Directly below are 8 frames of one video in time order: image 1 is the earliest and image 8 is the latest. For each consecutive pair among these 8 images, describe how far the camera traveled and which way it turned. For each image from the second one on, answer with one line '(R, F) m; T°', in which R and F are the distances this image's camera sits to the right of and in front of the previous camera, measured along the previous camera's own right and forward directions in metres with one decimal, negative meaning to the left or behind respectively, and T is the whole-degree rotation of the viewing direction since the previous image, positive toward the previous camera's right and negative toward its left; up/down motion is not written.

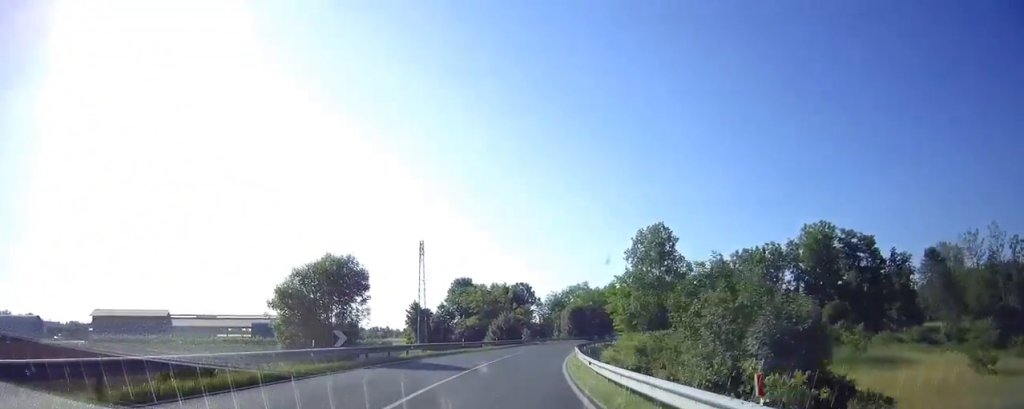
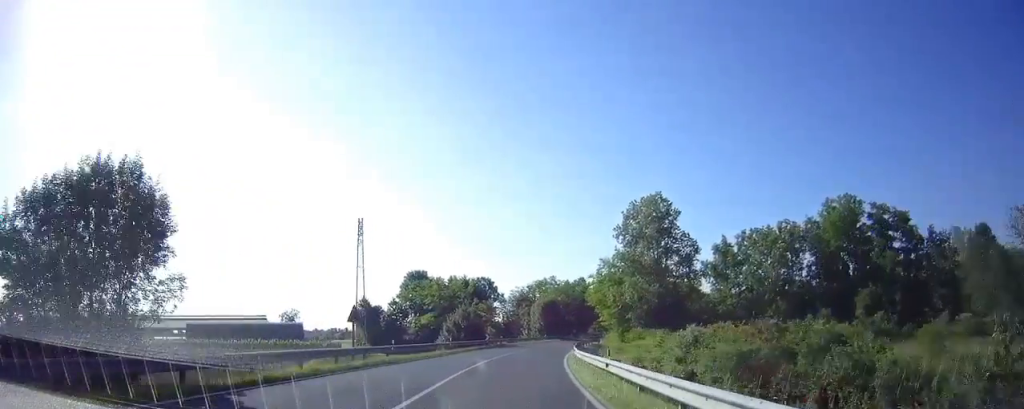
(+0.6, +15.6) m; +4°
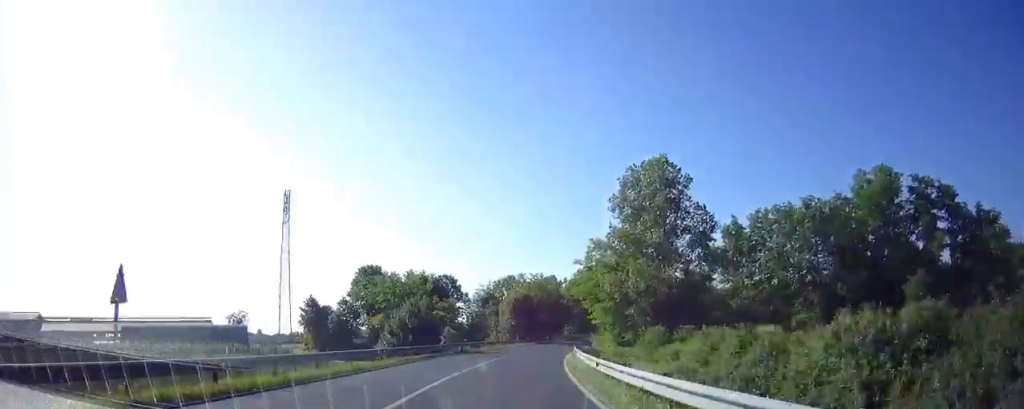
(+0.2, +13.3) m; +3°
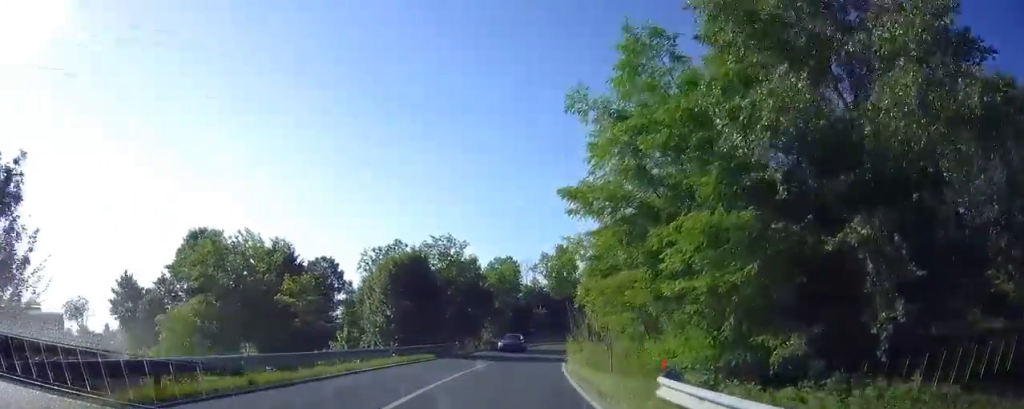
(+3.3, +33.2) m; +11°
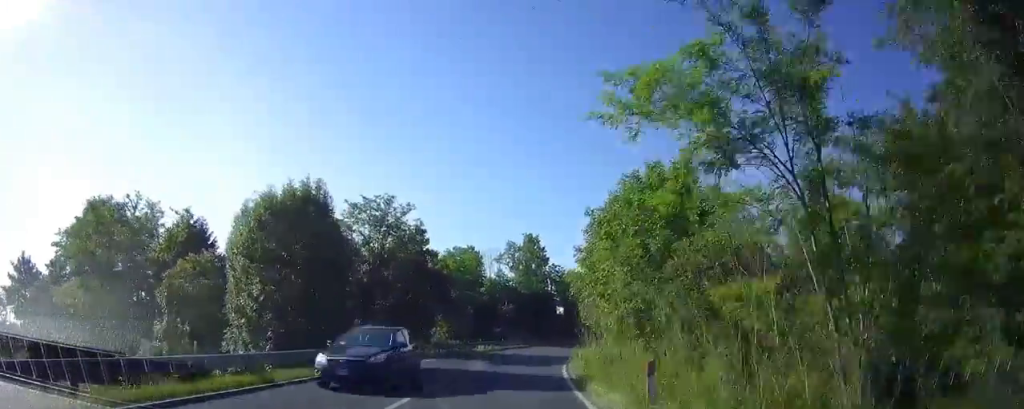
(+0.5, +14.4) m; +4°
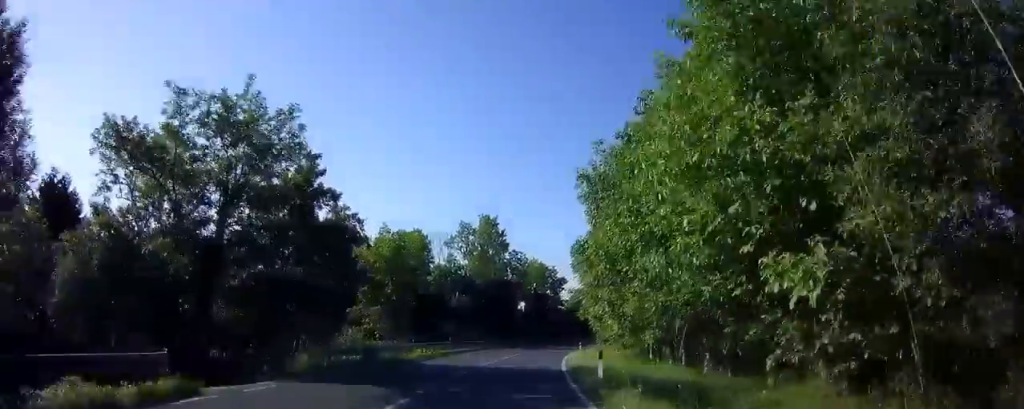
(+0.7, +15.5) m; +5°
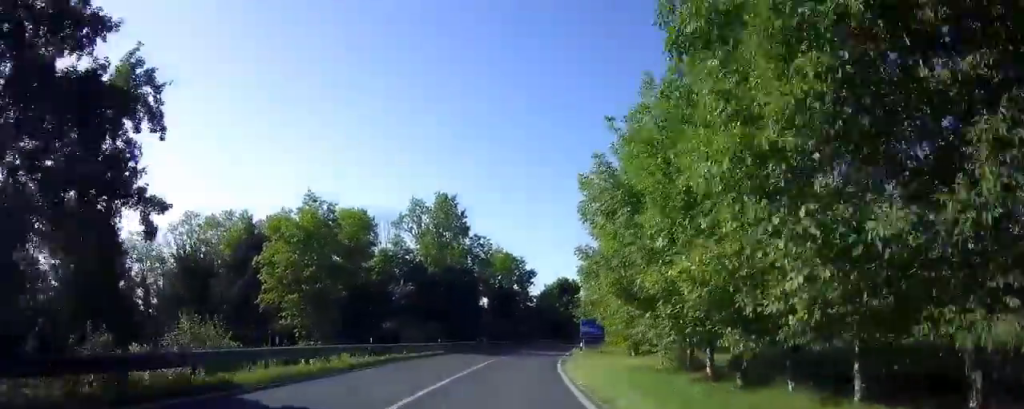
(+0.5, +13.8) m; +4°
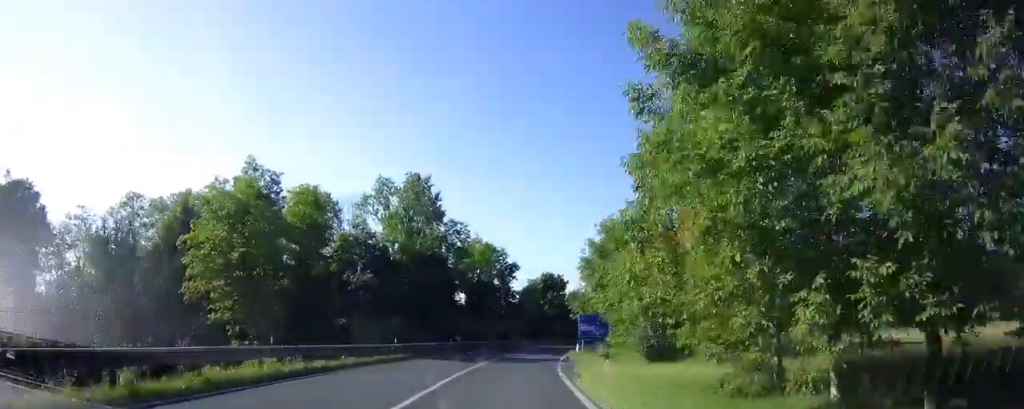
(+0.1, +8.6) m; +2°
